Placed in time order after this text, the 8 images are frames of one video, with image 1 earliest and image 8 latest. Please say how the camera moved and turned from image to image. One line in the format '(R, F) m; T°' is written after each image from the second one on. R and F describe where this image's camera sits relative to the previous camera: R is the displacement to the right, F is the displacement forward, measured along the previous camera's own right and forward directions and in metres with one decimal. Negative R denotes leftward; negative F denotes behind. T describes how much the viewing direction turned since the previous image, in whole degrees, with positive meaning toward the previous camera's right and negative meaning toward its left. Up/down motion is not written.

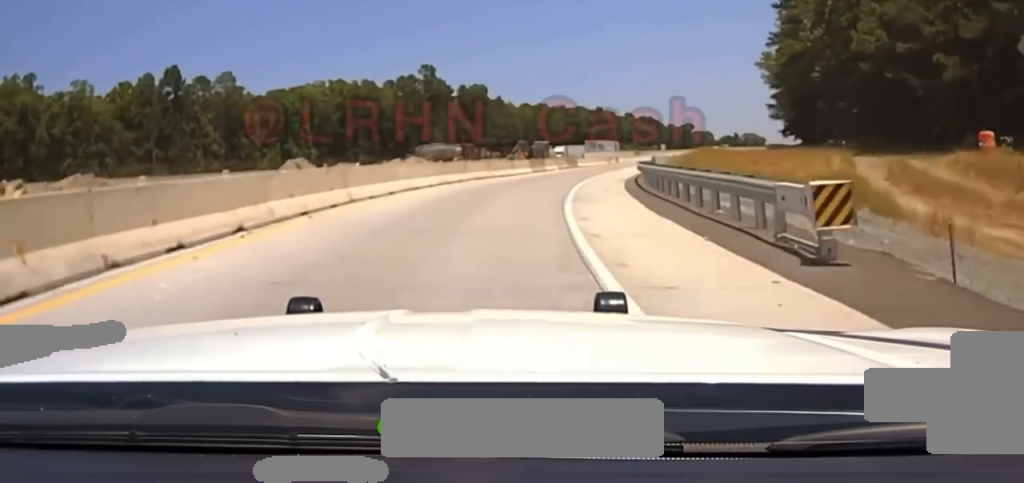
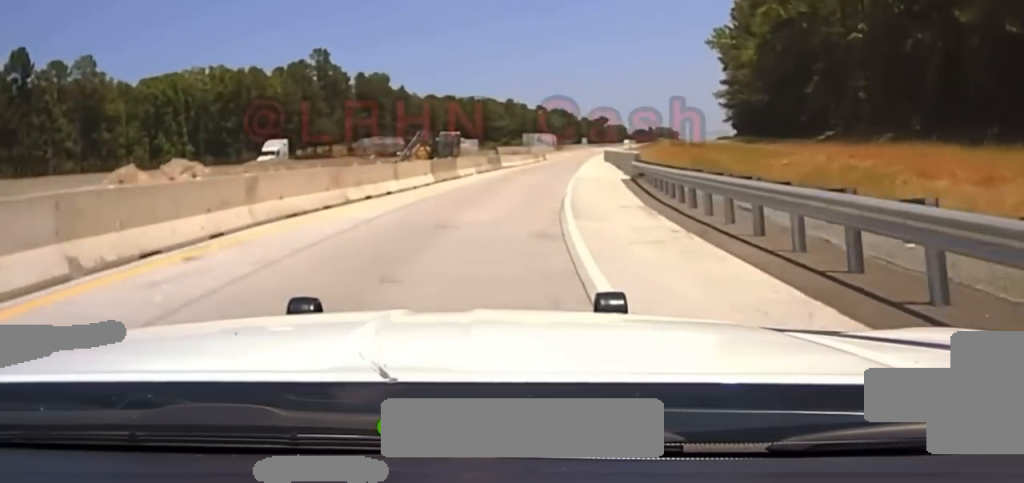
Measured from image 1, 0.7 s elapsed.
(+0.8, +27.8) m; +4°
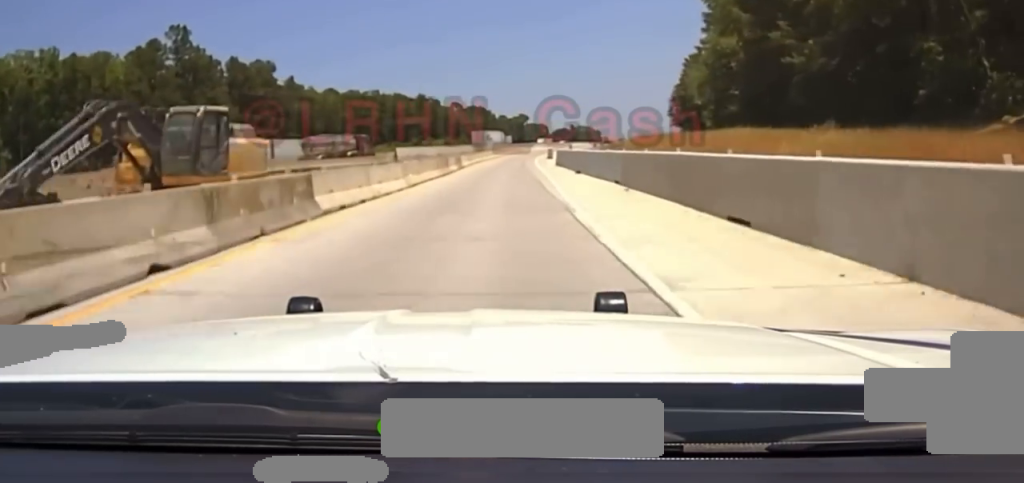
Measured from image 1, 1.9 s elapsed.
(+2.3, +40.0) m; +7°
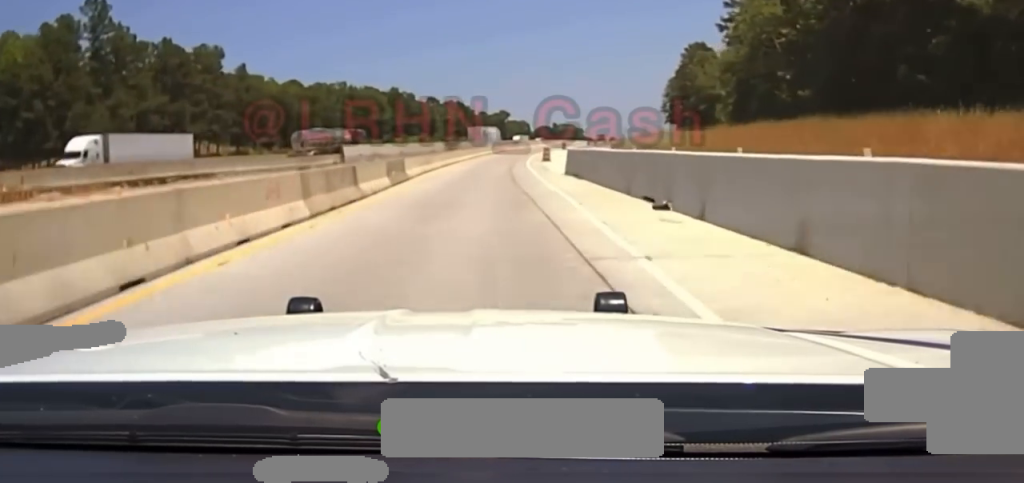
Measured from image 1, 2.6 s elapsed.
(+1.2, +22.5) m; +3°
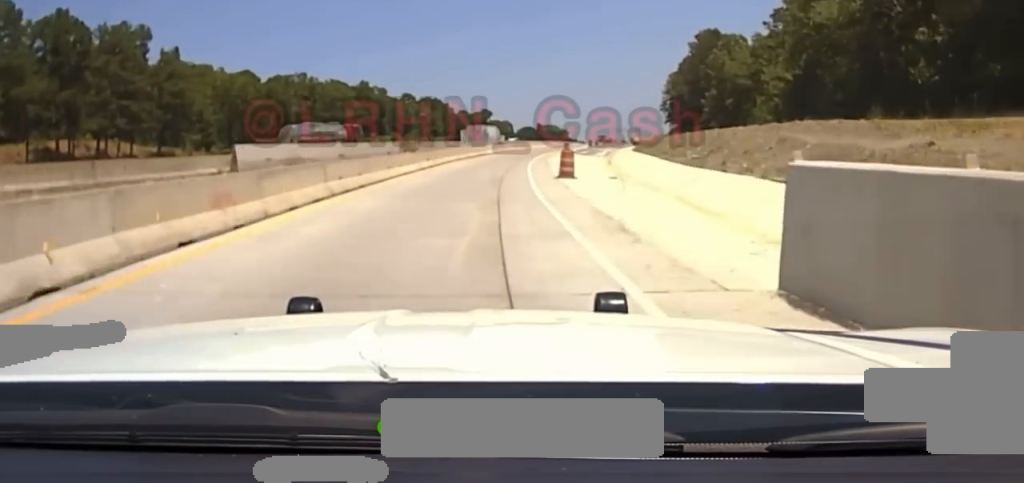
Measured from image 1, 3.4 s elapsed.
(+0.7, +27.3) m; +2°
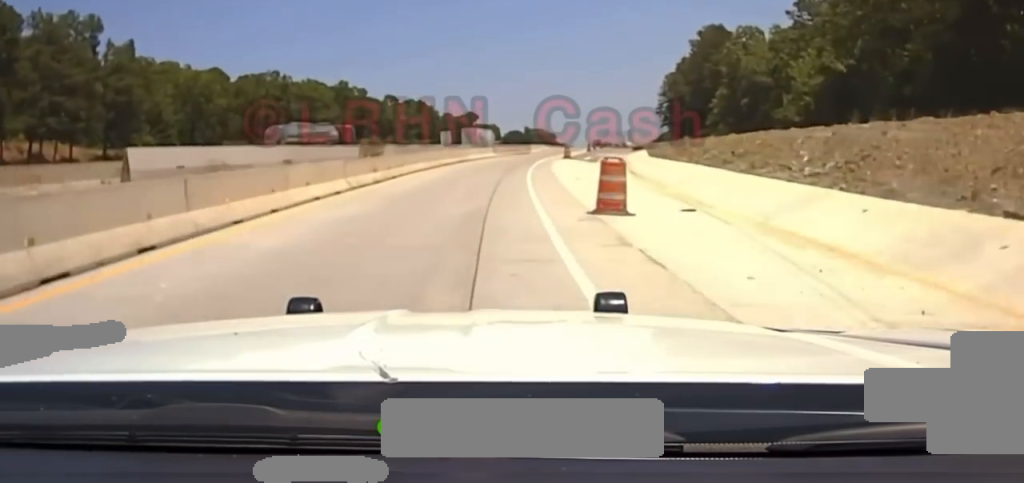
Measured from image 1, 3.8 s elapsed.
(0.0, +13.3) m; +1°
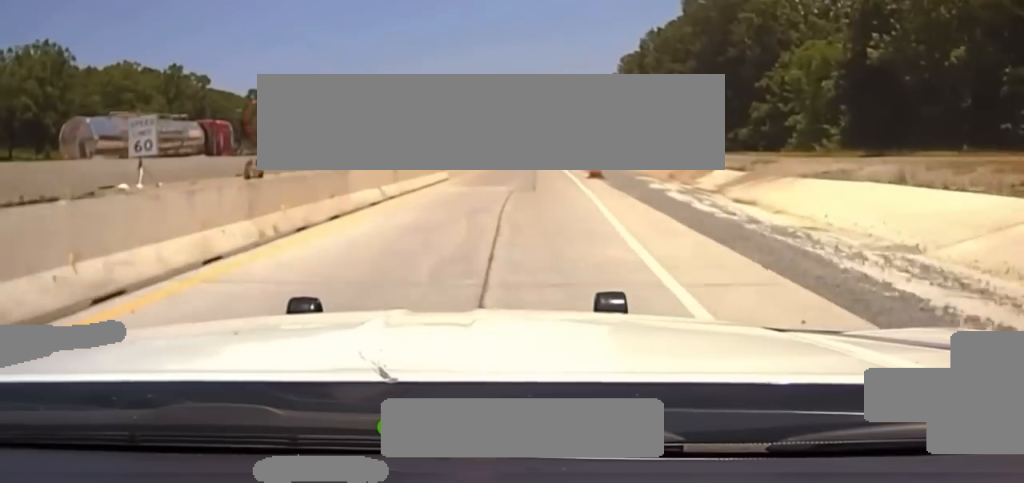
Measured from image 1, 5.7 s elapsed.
(+1.8, +71.1) m; +4°
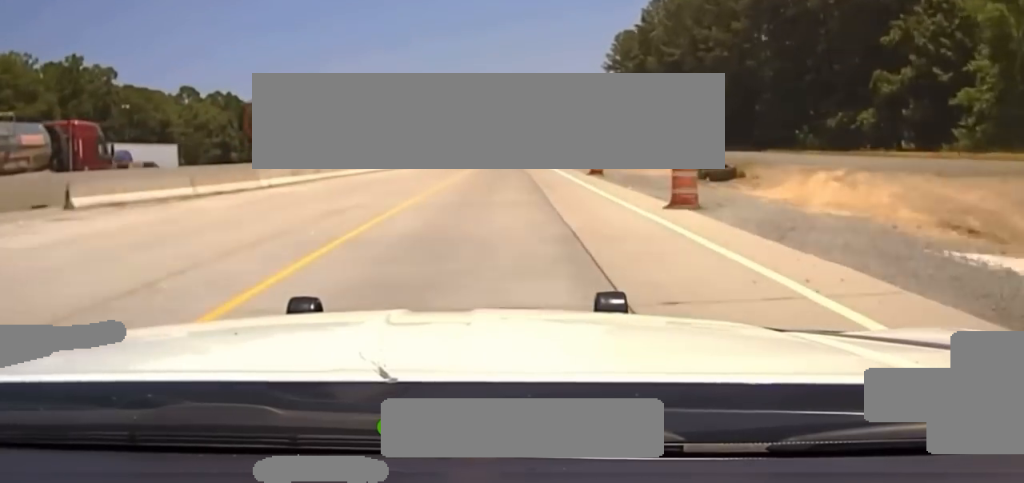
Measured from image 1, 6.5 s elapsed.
(+1.3, +37.1) m; +2°
